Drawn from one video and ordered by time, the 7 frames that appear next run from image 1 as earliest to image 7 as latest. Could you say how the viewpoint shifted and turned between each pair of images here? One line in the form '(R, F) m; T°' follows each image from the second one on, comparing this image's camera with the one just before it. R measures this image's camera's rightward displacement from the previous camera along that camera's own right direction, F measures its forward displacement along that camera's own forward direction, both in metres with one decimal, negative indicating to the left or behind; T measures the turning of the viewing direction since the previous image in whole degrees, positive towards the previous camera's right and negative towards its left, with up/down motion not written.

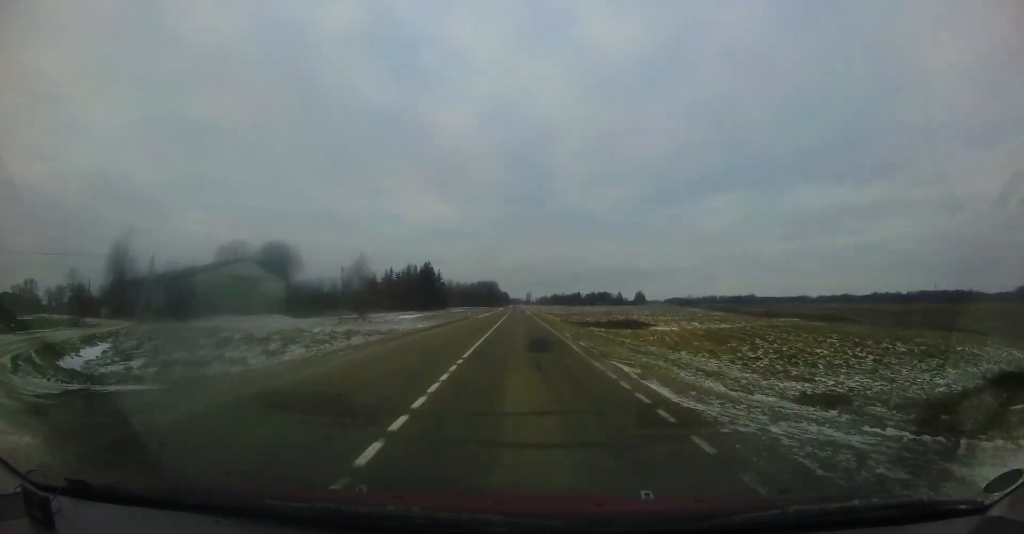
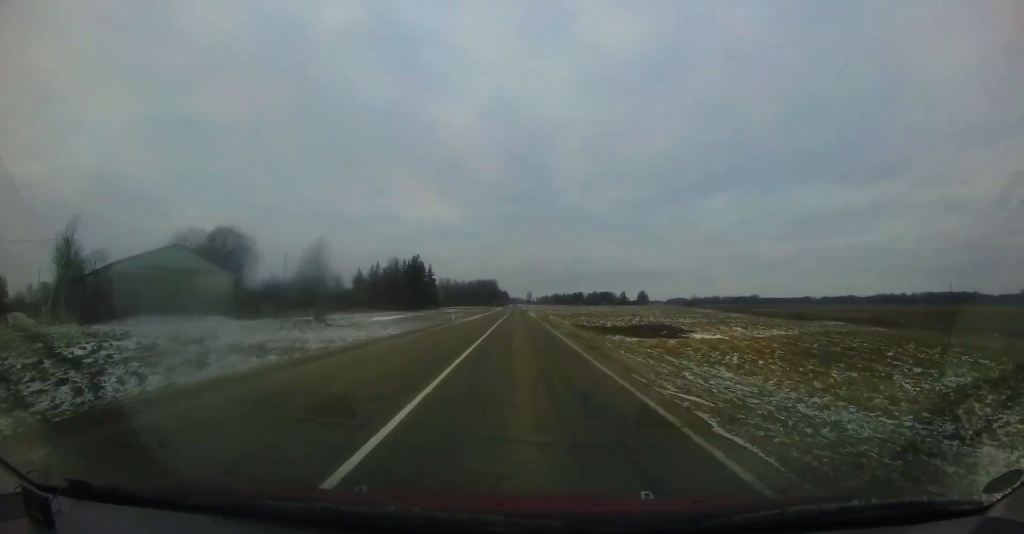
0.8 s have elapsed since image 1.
(+0.5, +14.0) m; +2°
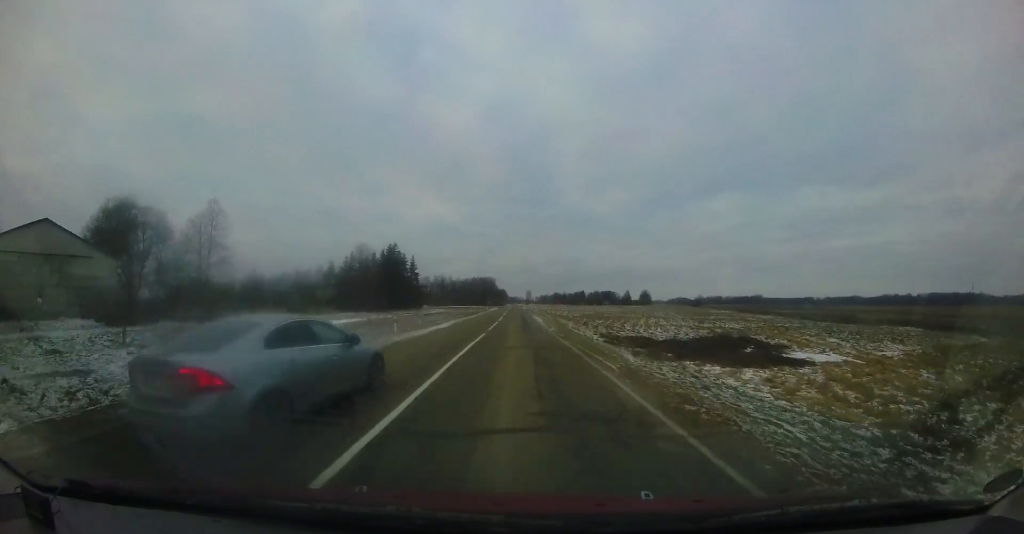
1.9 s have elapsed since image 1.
(+0.1, +19.2) m; -1°
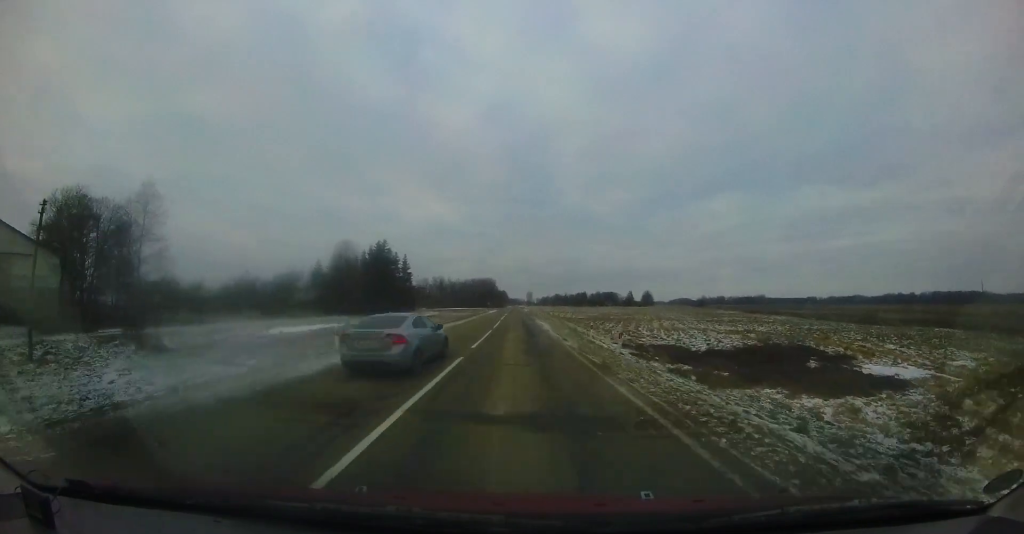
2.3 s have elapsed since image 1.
(-0.2, +7.6) m; 0°
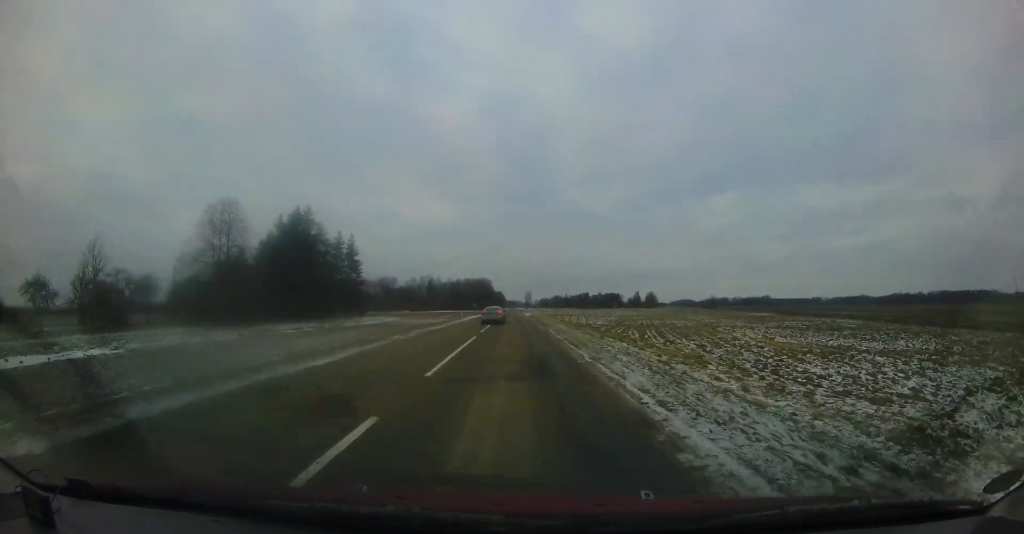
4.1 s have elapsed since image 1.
(+0.3, +30.3) m; +2°
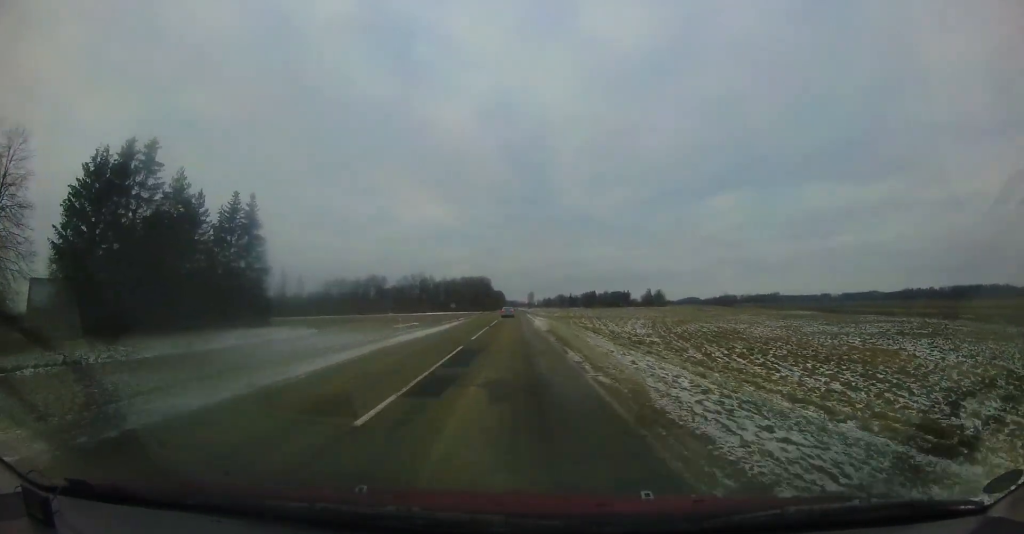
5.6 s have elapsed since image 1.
(0.0, +27.2) m; +1°
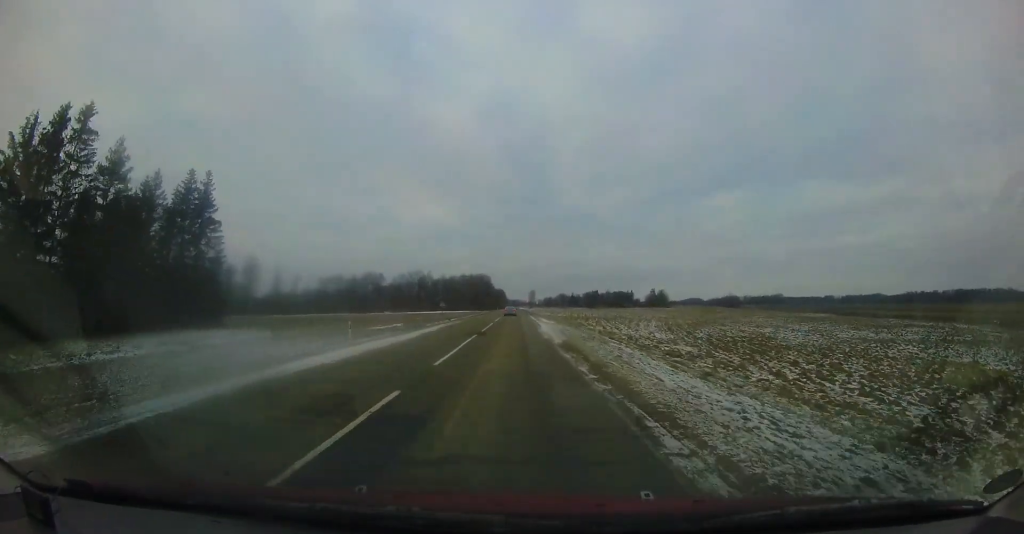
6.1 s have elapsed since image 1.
(0.0, +7.5) m; 0°
